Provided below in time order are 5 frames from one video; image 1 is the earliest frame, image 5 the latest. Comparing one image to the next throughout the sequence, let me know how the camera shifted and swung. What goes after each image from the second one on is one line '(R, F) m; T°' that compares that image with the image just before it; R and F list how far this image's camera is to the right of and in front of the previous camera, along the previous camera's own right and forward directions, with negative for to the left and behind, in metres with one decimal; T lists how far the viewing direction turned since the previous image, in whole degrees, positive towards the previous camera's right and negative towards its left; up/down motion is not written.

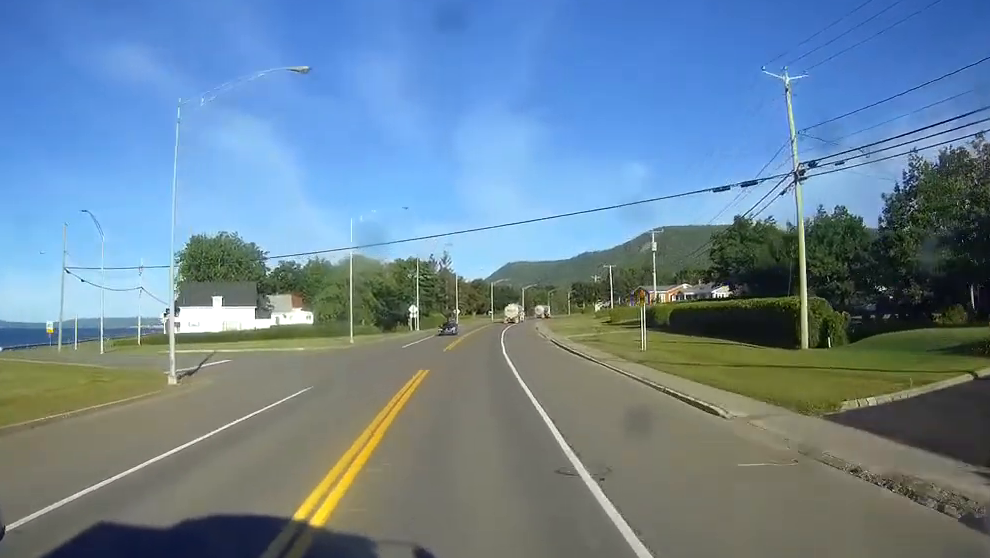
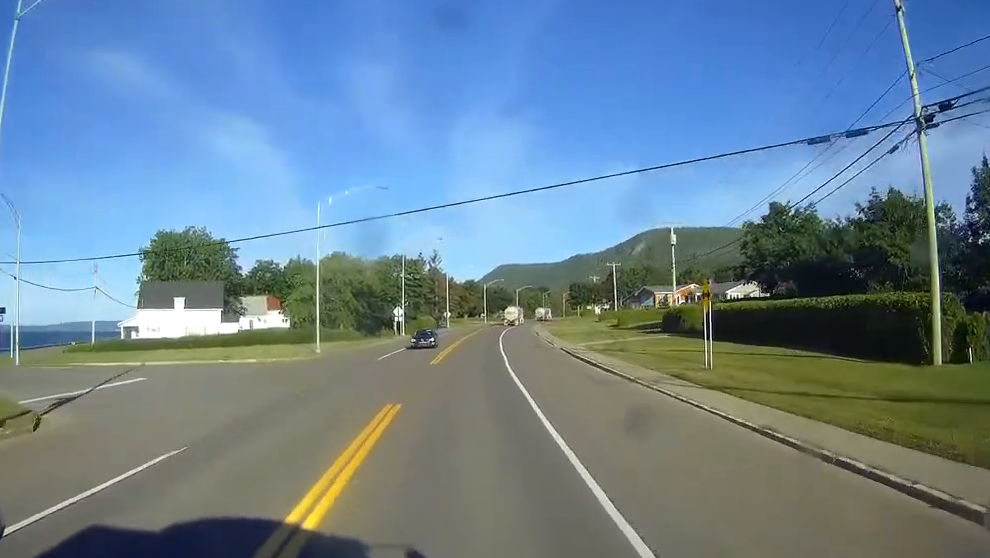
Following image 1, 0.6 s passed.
(+0.1, +12.4) m; +1°
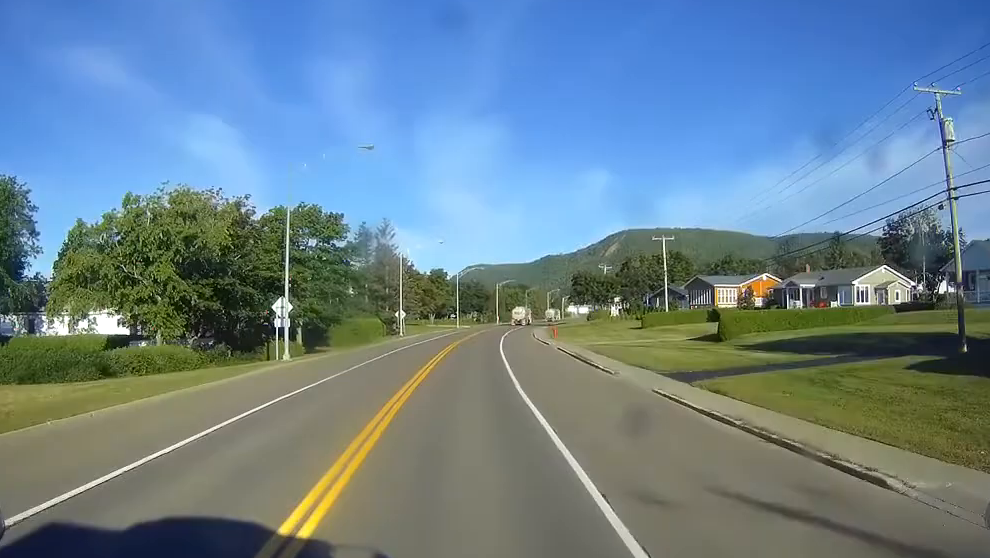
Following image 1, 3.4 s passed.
(+1.1, +54.0) m; +2°
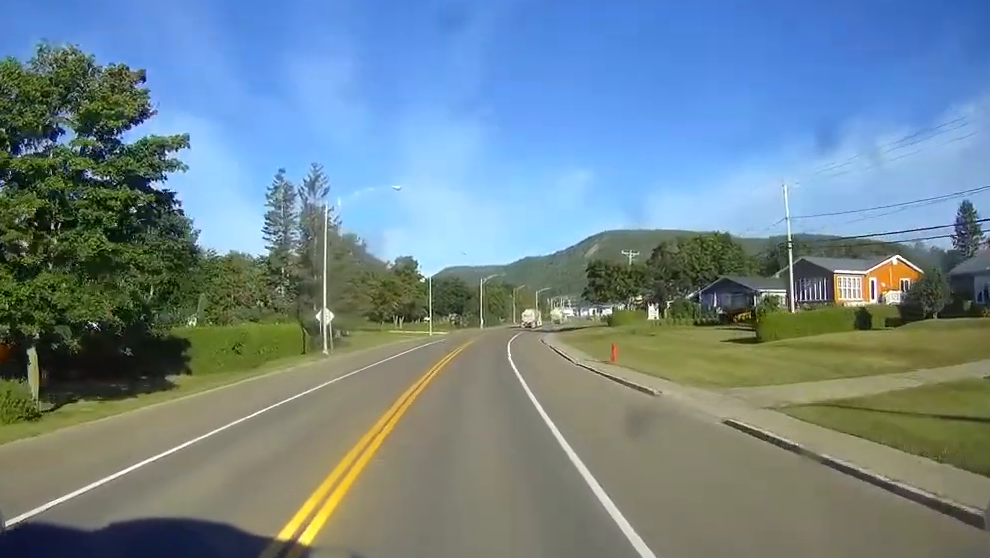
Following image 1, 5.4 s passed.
(+0.9, +41.1) m; +2°
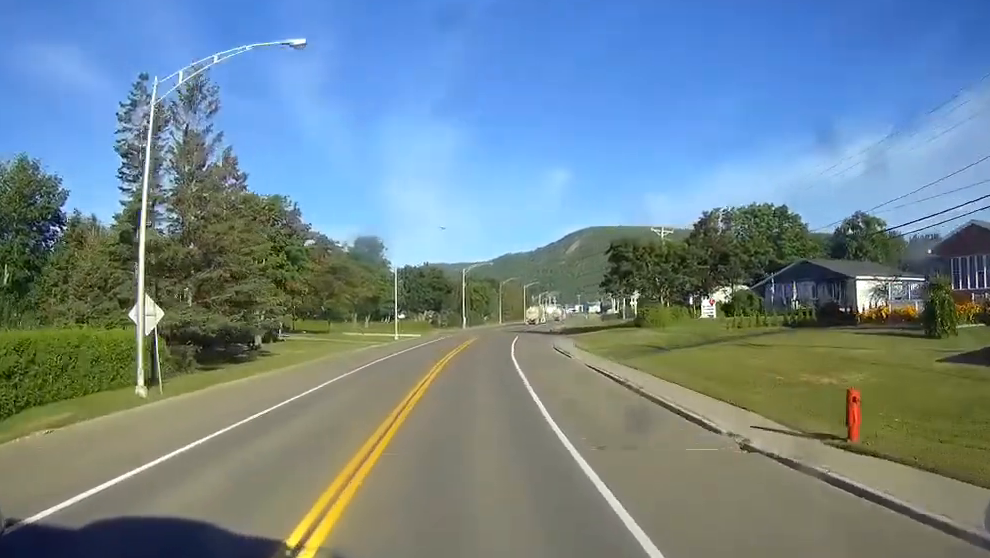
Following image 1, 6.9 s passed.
(+0.2, +28.5) m; +1°
